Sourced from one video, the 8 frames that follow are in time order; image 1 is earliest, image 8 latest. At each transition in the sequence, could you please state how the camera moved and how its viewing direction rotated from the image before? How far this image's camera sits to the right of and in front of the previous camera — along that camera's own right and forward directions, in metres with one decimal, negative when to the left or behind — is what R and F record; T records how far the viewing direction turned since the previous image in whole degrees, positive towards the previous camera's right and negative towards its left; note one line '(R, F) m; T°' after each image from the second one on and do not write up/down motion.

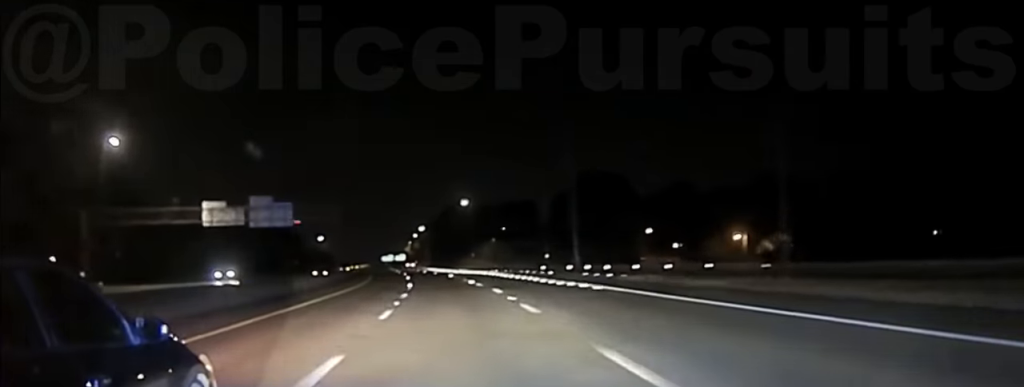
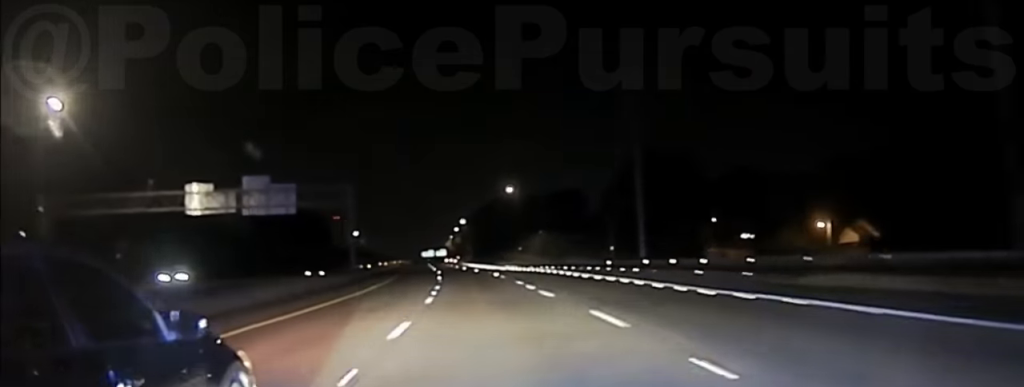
(-0.5, +18.1) m; -1°
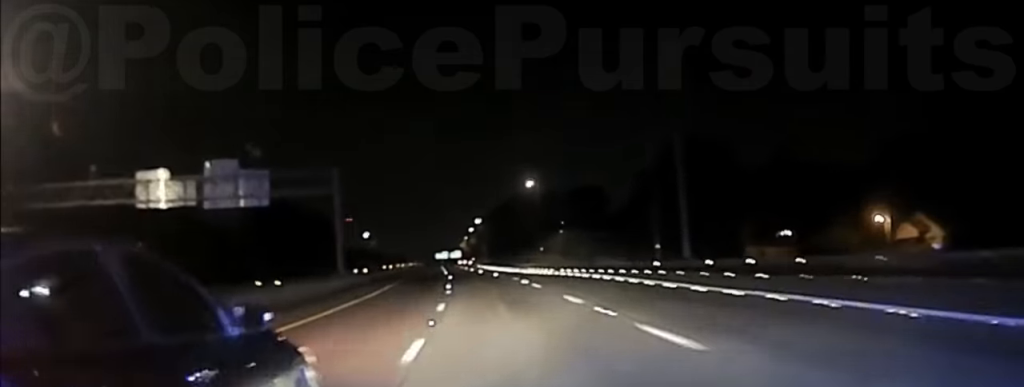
(-0.2, +14.7) m; -1°
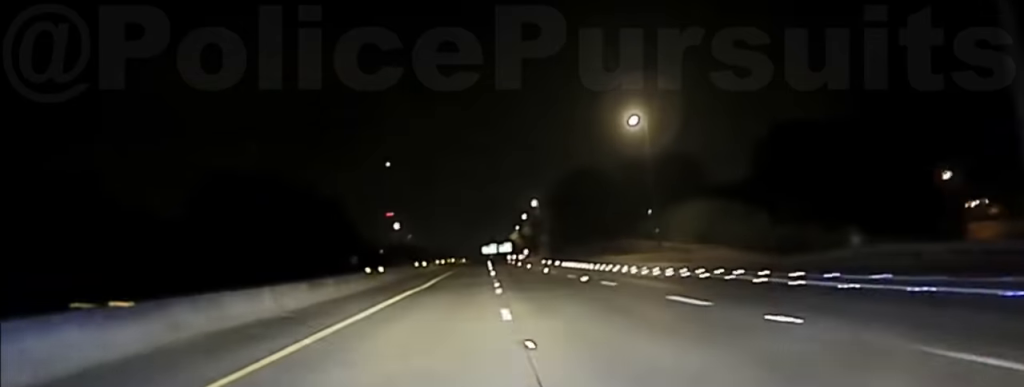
(+0.4, +53.9) m; +1°
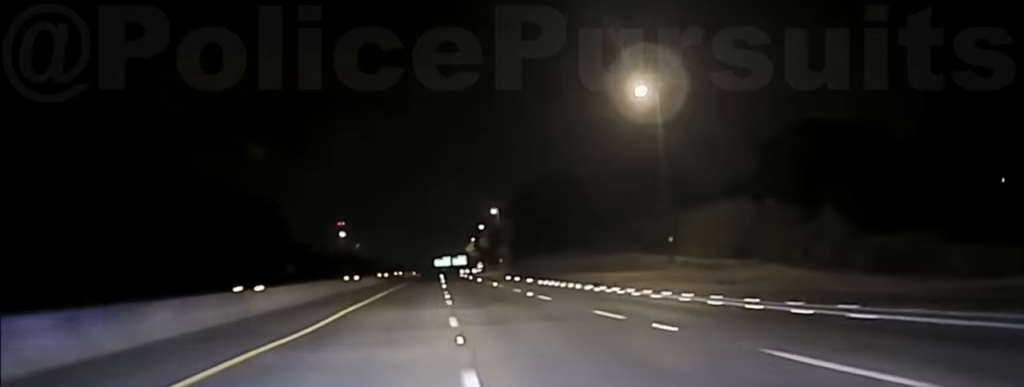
(+0.1, +22.4) m; 0°
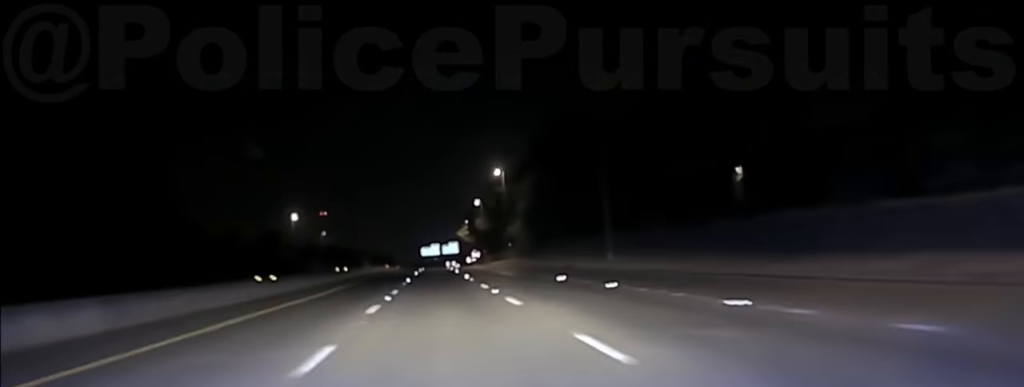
(+0.6, +55.2) m; +1°
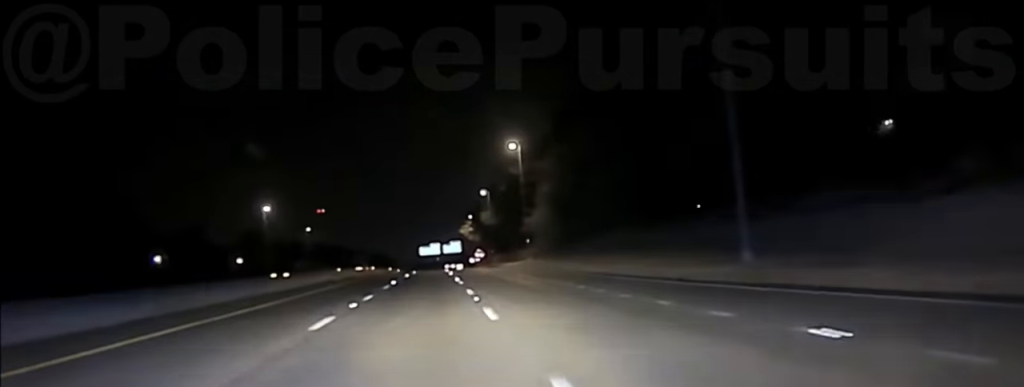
(0.0, +28.8) m; -1°
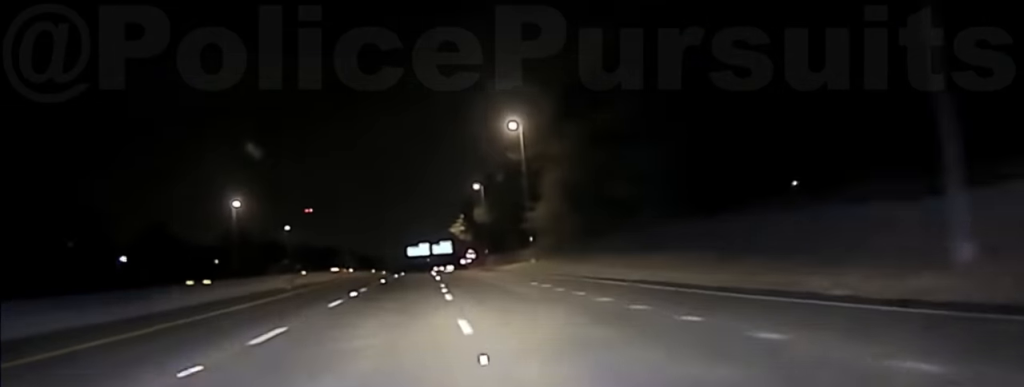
(-0.2, +14.6) m; 0°
